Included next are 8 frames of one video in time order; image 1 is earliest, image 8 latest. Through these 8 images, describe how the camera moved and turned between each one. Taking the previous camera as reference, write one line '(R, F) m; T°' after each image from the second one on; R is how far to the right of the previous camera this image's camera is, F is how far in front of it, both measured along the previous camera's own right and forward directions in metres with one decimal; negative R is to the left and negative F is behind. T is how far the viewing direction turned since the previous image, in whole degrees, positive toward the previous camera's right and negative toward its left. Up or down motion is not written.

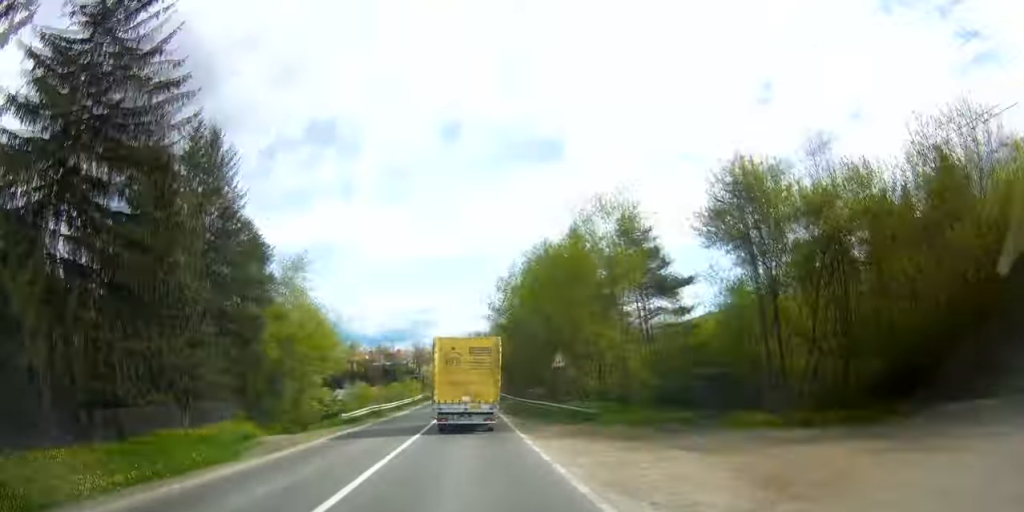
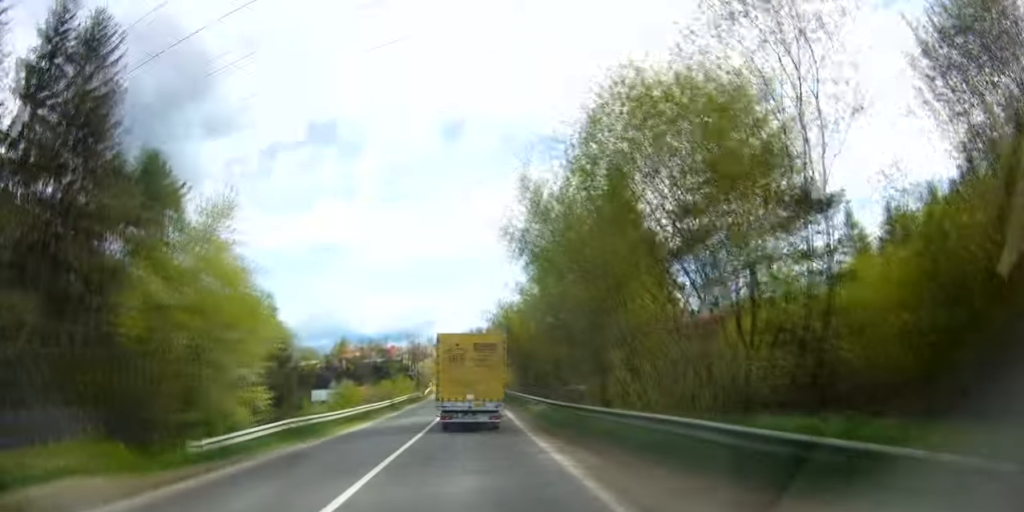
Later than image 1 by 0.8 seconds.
(0.0, +17.8) m; 0°
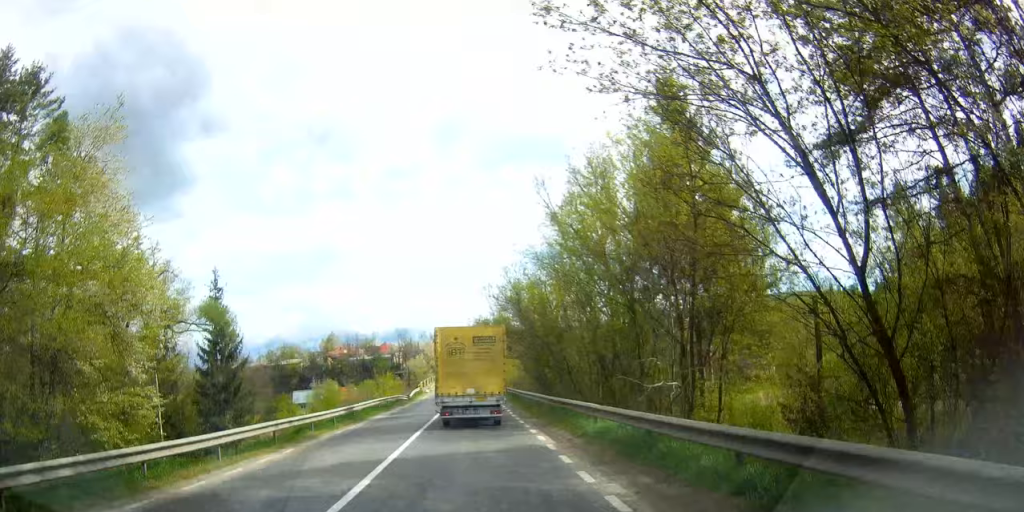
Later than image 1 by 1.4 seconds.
(0.0, +14.2) m; 0°
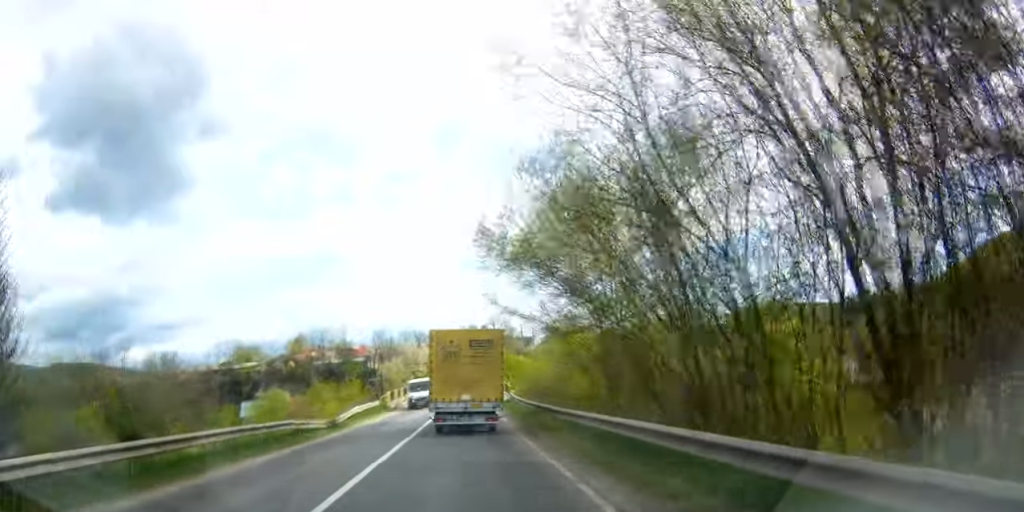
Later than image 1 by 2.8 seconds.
(0.0, +29.0) m; -1°
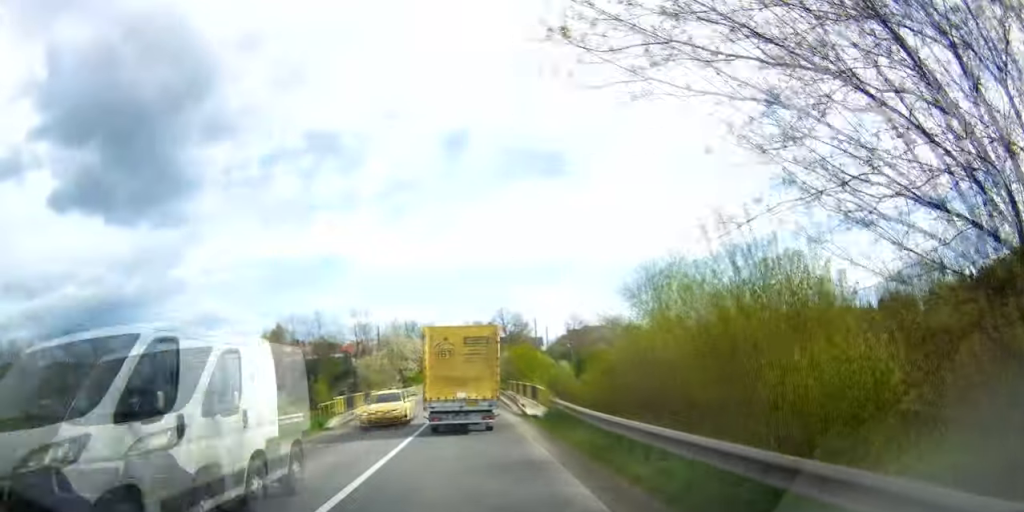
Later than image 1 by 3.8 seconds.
(-0.2, +21.8) m; +1°
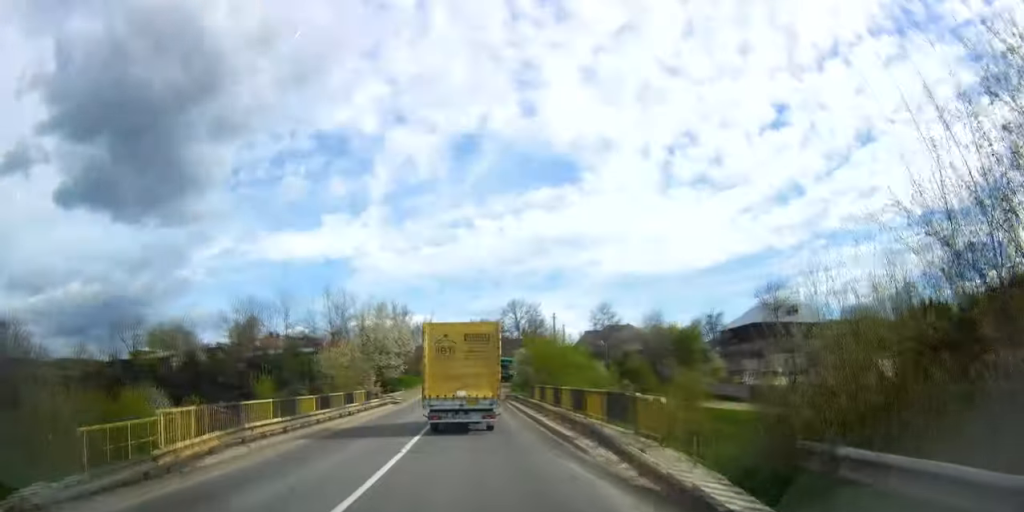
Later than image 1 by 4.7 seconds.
(+0.6, +19.7) m; +2°
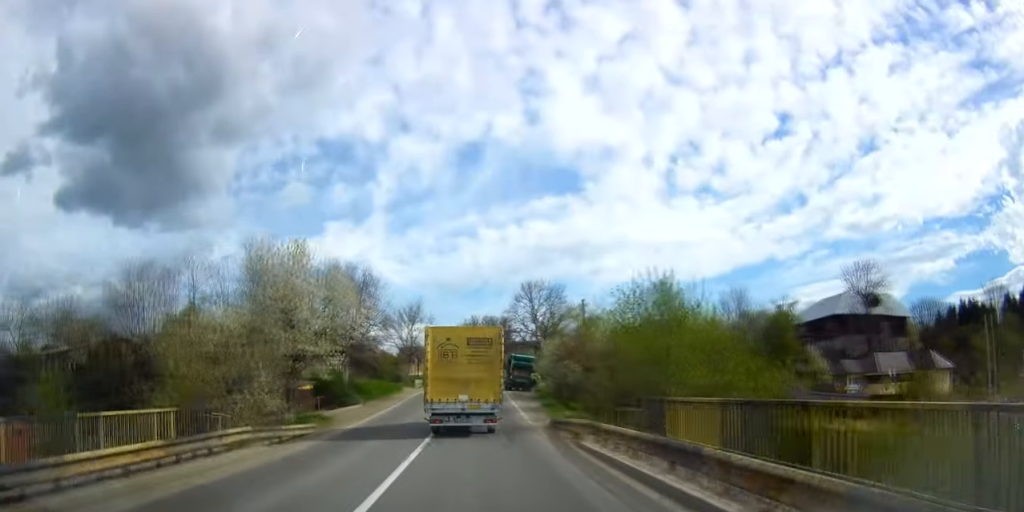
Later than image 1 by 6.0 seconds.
(+0.4, +26.8) m; 0°
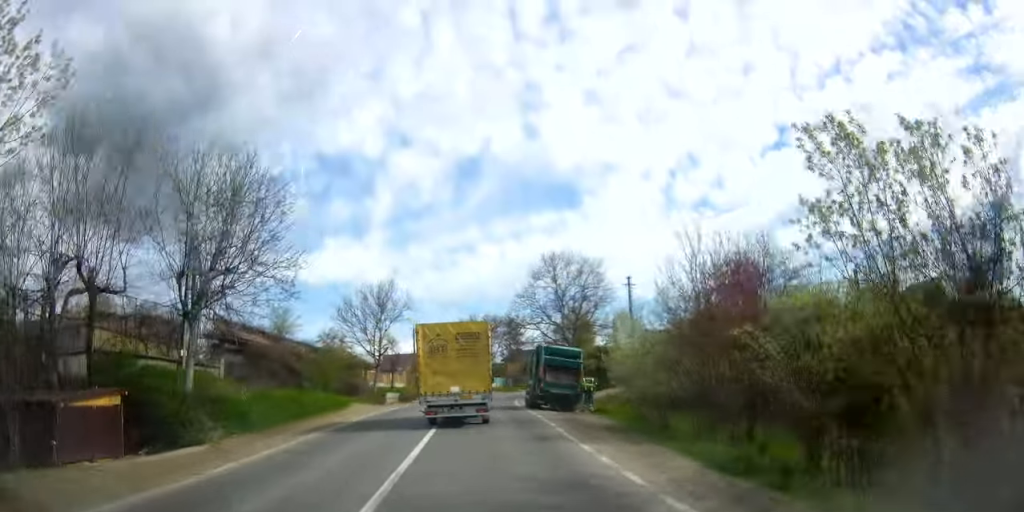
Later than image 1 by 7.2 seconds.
(-0.4, +24.8) m; -1°
